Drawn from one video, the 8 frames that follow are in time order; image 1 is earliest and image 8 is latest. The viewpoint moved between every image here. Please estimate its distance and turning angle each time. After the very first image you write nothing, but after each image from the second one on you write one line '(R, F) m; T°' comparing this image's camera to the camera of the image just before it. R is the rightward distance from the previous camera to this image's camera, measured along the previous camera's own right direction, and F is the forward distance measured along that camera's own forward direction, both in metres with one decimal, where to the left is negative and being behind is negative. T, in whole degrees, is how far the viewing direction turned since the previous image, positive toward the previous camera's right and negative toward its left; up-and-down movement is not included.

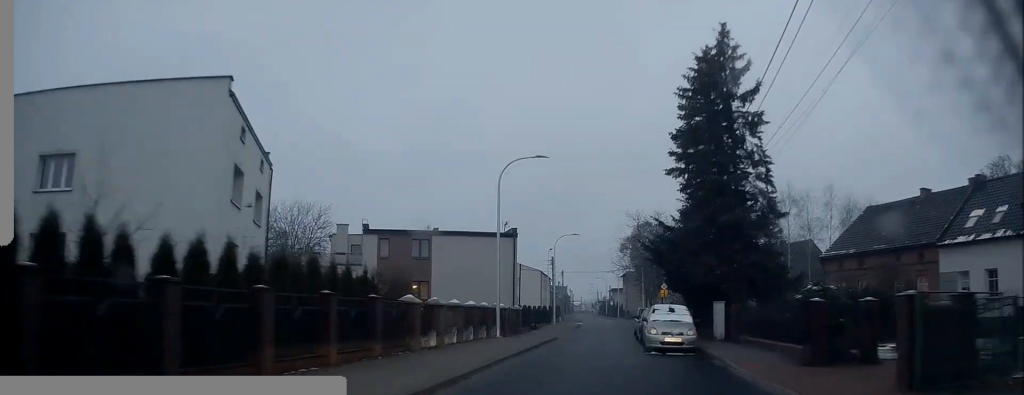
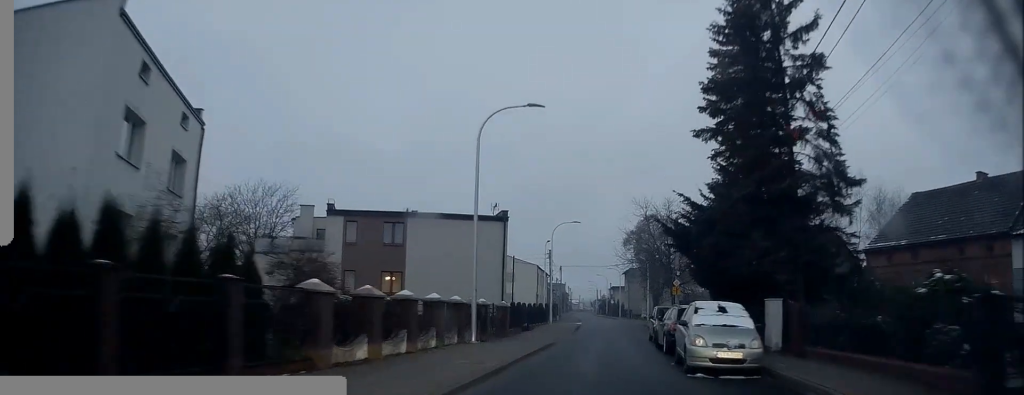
(-0.2, +6.7) m; -1°
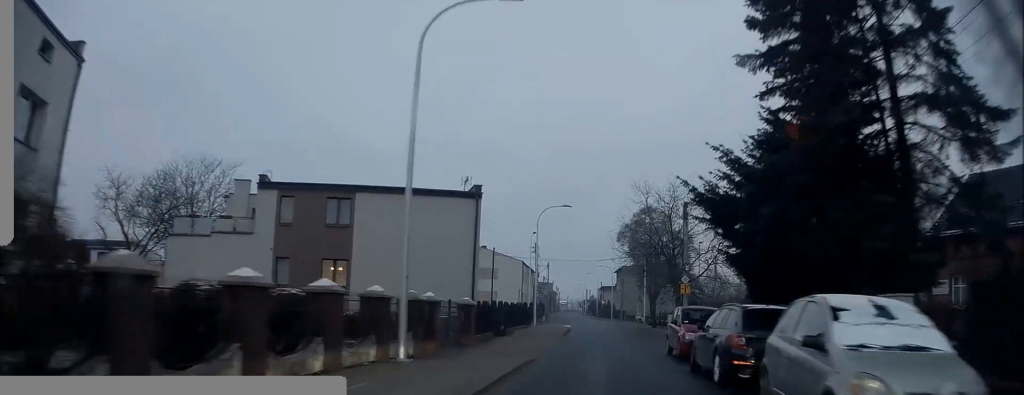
(0.0, +7.7) m; +2°
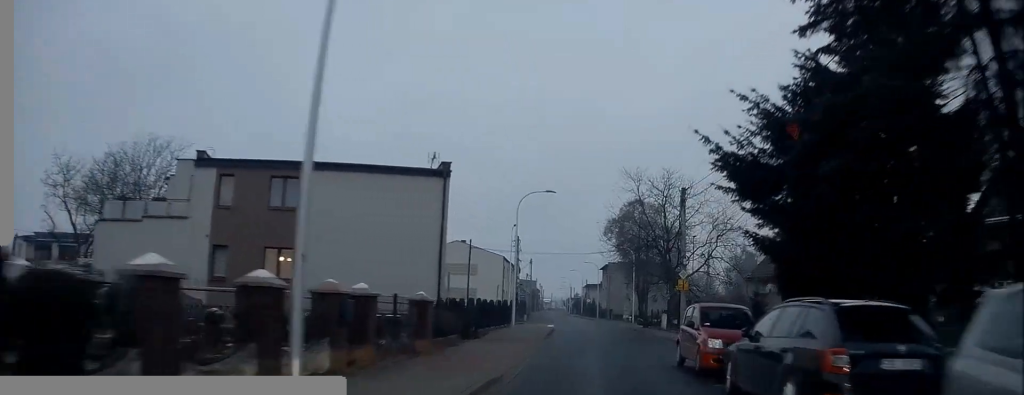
(+0.1, +4.4) m; +1°
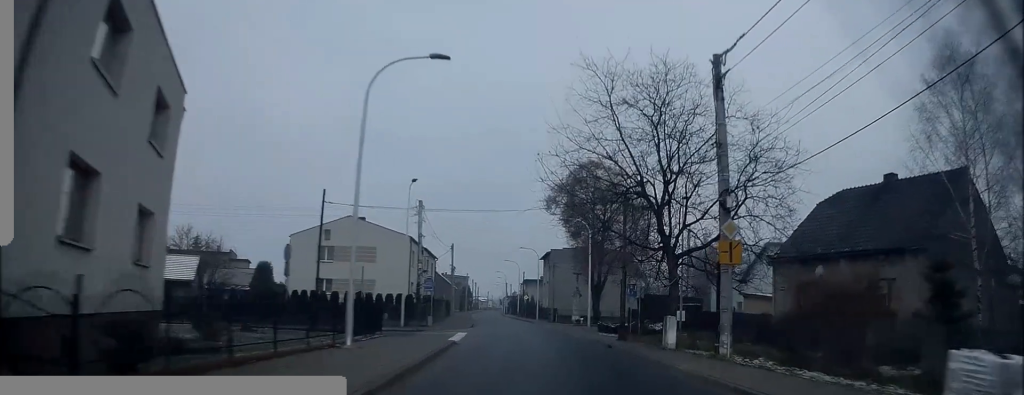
(+0.4, +19.3) m; +2°
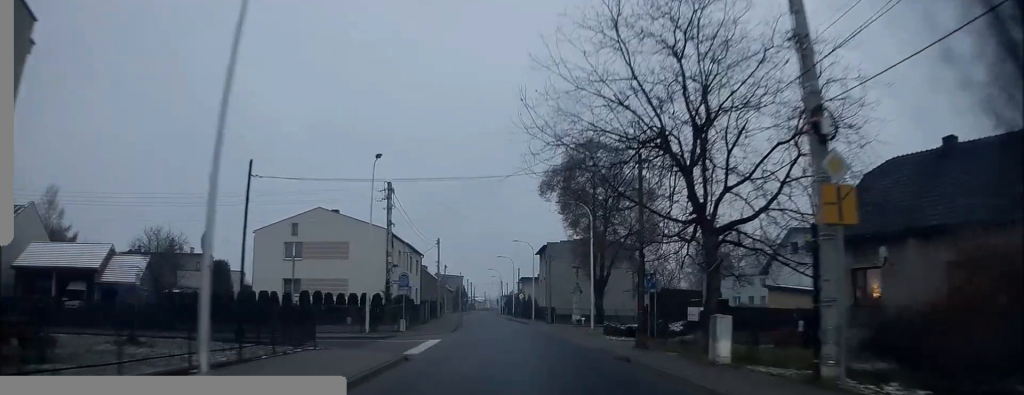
(+0.2, +6.7) m; +1°
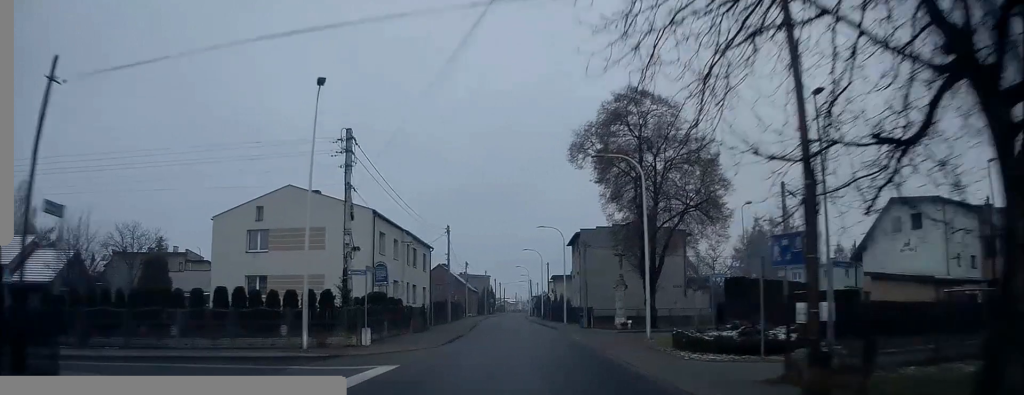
(0.0, +11.4) m; -2°
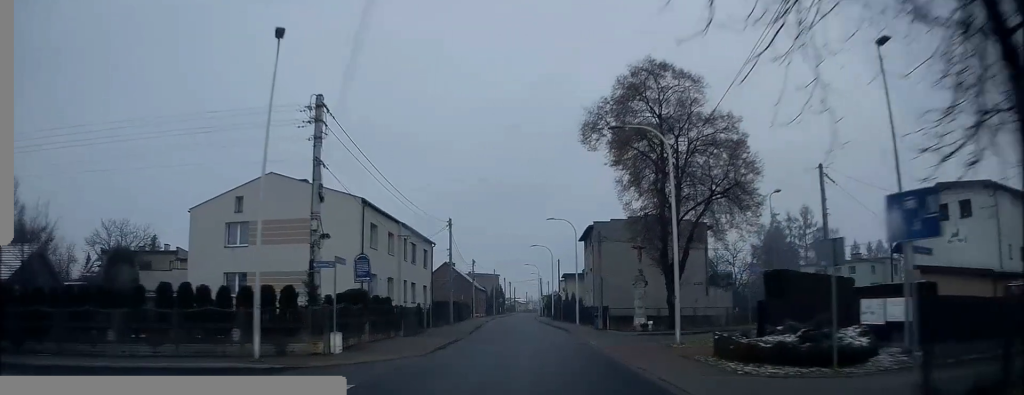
(-0.1, +4.1) m; -1°
